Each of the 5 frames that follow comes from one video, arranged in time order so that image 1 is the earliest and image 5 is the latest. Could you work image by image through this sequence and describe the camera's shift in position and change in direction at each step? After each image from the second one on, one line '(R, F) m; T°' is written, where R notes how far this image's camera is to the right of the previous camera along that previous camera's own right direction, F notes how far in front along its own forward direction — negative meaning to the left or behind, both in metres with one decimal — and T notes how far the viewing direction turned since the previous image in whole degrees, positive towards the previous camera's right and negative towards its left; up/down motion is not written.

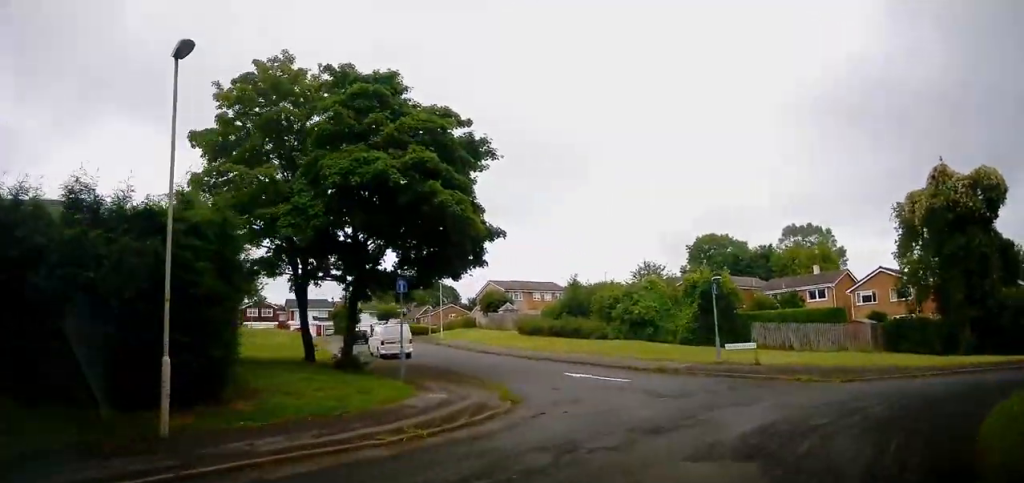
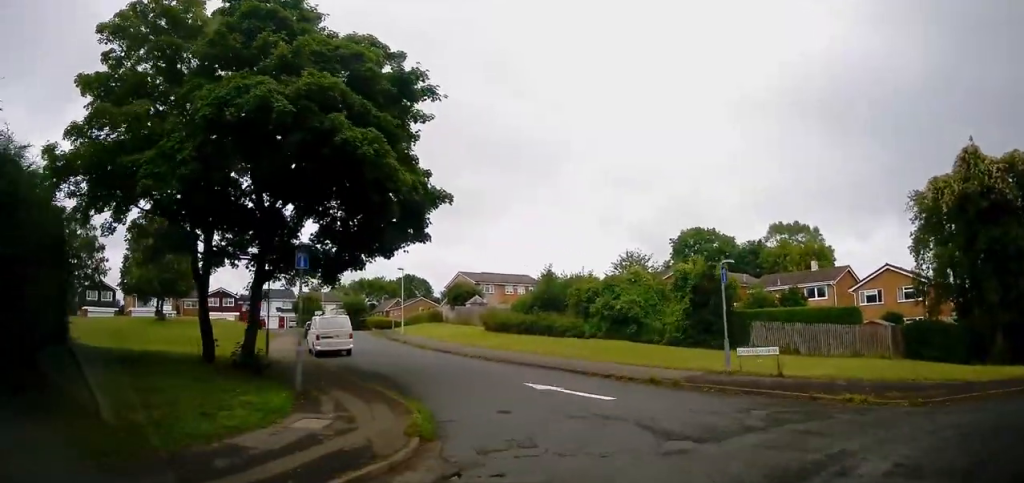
(+0.5, +5.3) m; +2°
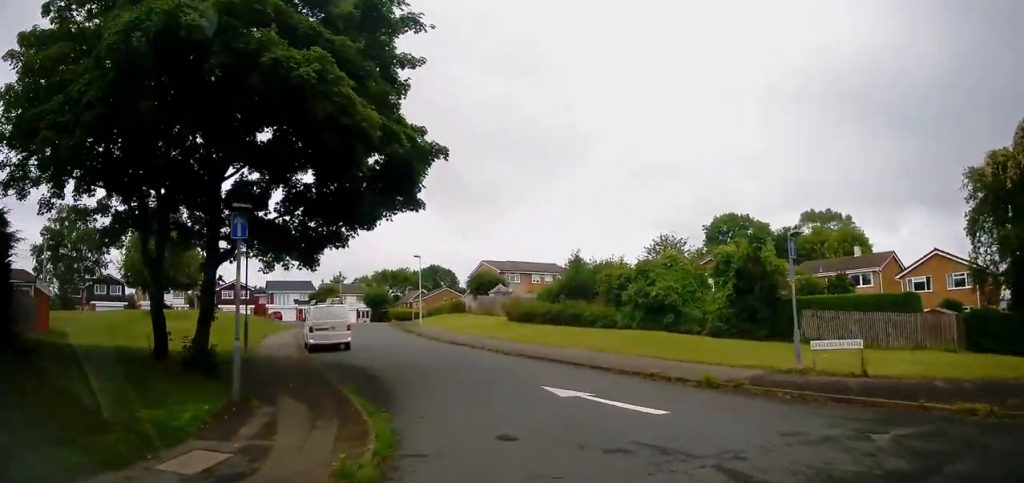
(0.0, +4.0) m; -2°
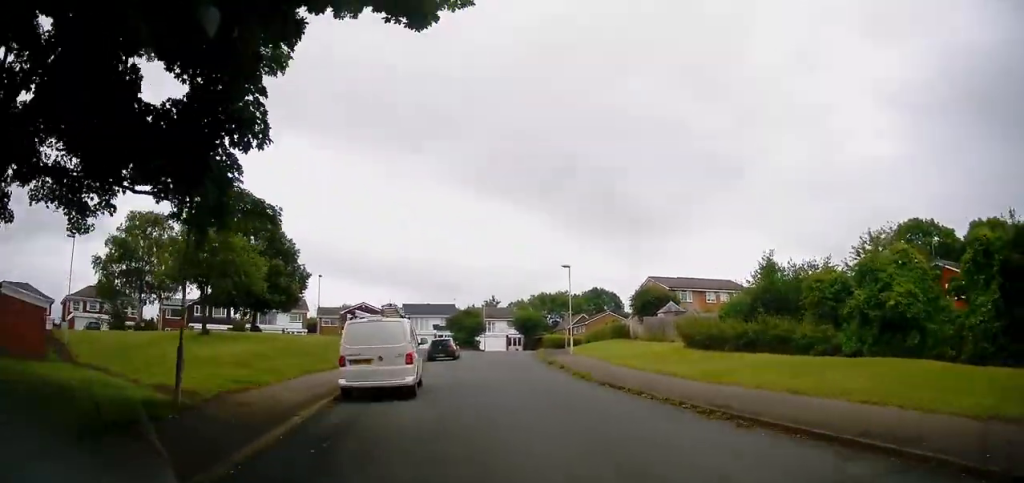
(-0.9, +10.6) m; -11°
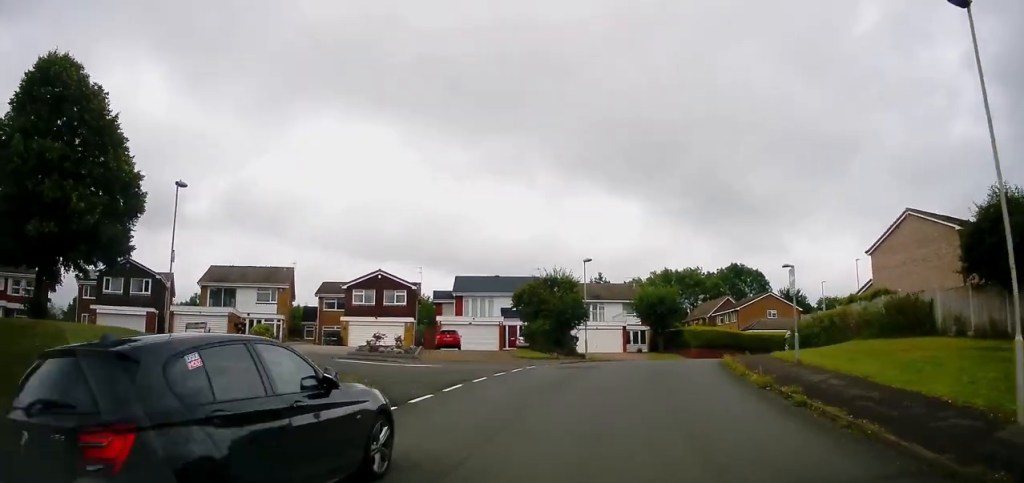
(-5.1, +33.2) m; -12°
